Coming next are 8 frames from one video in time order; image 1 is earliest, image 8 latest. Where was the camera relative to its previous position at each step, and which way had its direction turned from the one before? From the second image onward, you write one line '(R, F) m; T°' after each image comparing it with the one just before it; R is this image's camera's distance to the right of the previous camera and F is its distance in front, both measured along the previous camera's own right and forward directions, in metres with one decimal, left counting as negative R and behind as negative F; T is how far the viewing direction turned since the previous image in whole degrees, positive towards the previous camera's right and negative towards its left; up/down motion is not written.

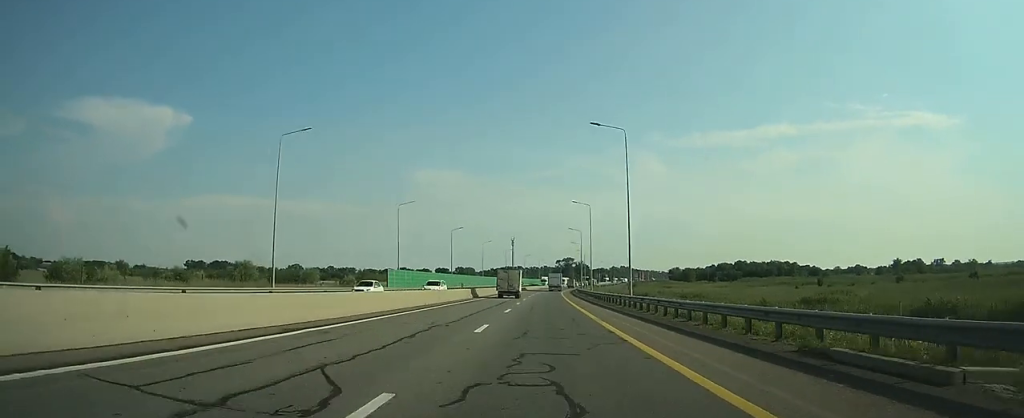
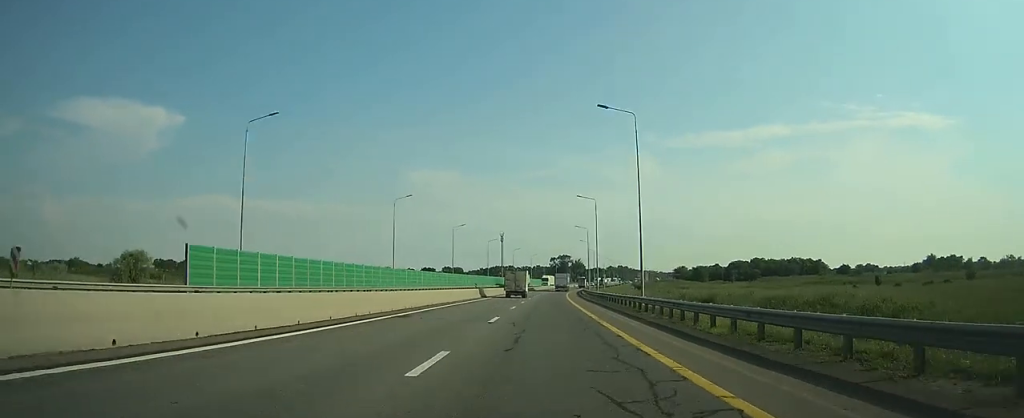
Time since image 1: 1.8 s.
(+0.3, +43.8) m; 0°
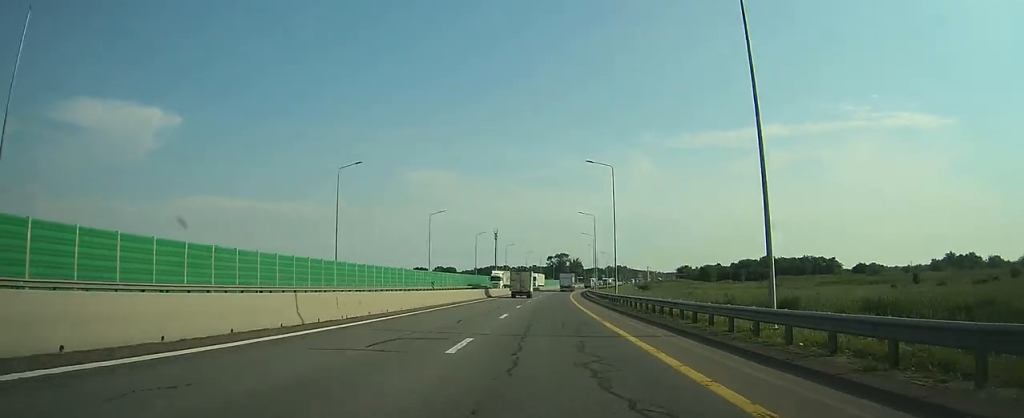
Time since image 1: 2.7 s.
(0.0, +21.2) m; 0°
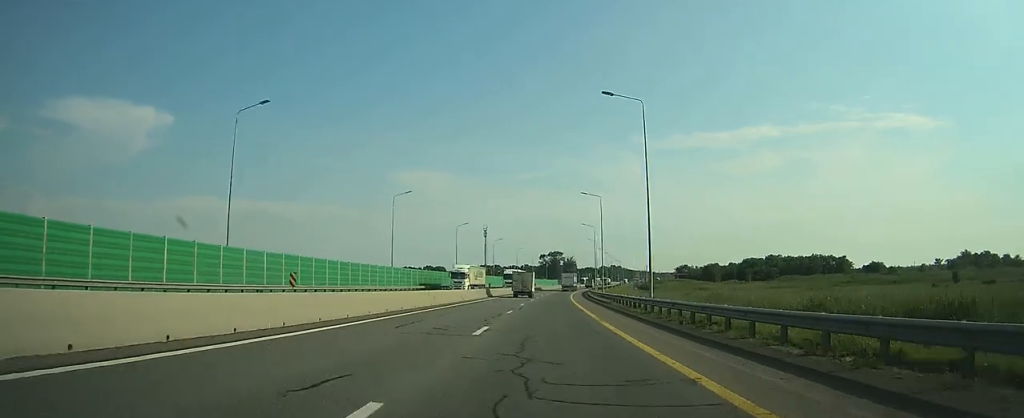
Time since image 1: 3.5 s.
(-0.1, +19.7) m; 0°
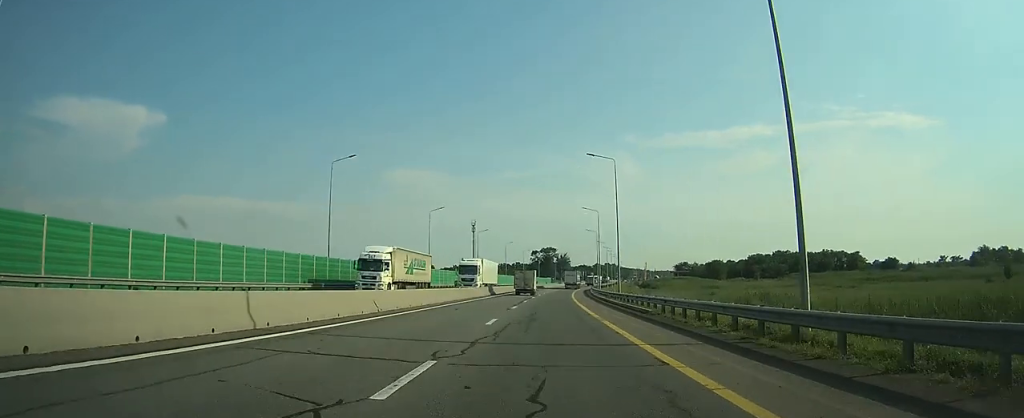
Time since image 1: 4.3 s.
(+0.1, +20.6) m; +1°
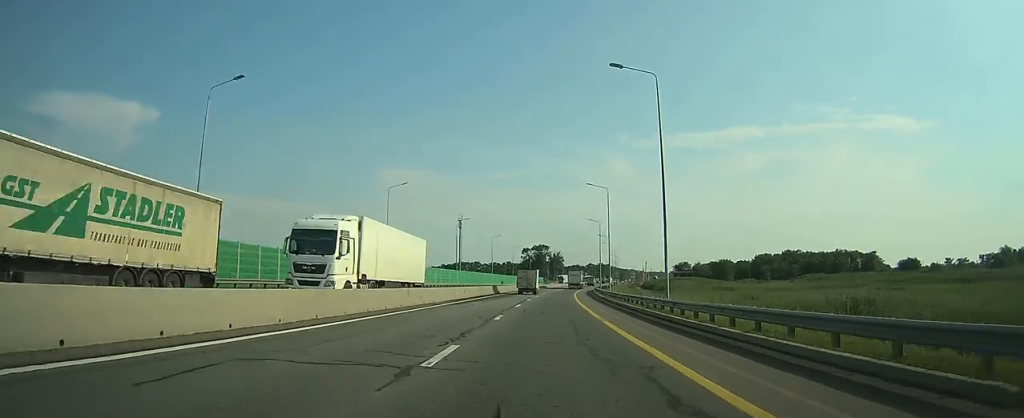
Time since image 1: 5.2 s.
(+0.2, +21.6) m; +1°
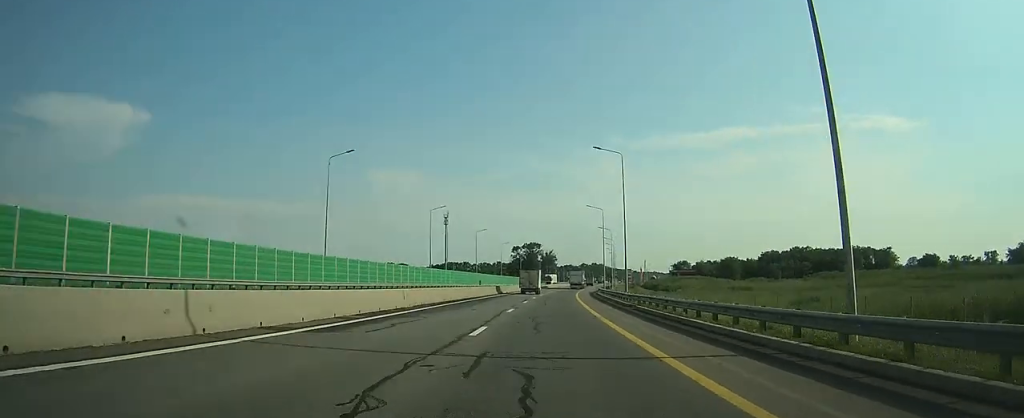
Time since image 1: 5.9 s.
(+0.1, +18.4) m; +1°
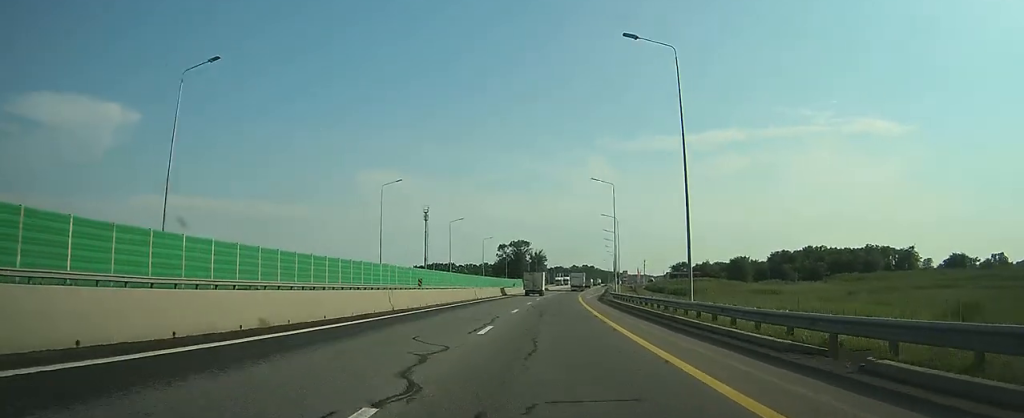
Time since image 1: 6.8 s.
(+0.1, +23.4) m; +1°
